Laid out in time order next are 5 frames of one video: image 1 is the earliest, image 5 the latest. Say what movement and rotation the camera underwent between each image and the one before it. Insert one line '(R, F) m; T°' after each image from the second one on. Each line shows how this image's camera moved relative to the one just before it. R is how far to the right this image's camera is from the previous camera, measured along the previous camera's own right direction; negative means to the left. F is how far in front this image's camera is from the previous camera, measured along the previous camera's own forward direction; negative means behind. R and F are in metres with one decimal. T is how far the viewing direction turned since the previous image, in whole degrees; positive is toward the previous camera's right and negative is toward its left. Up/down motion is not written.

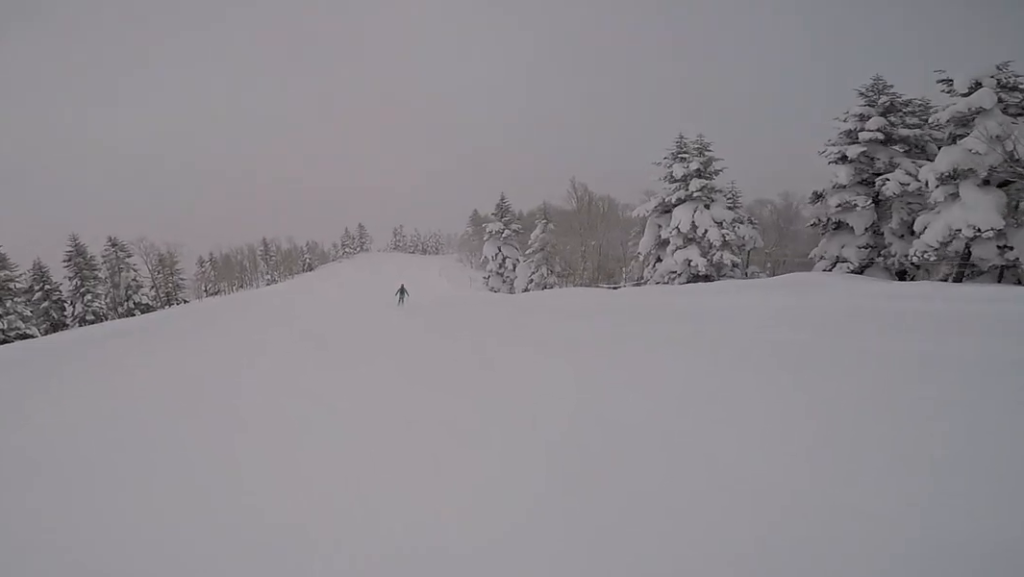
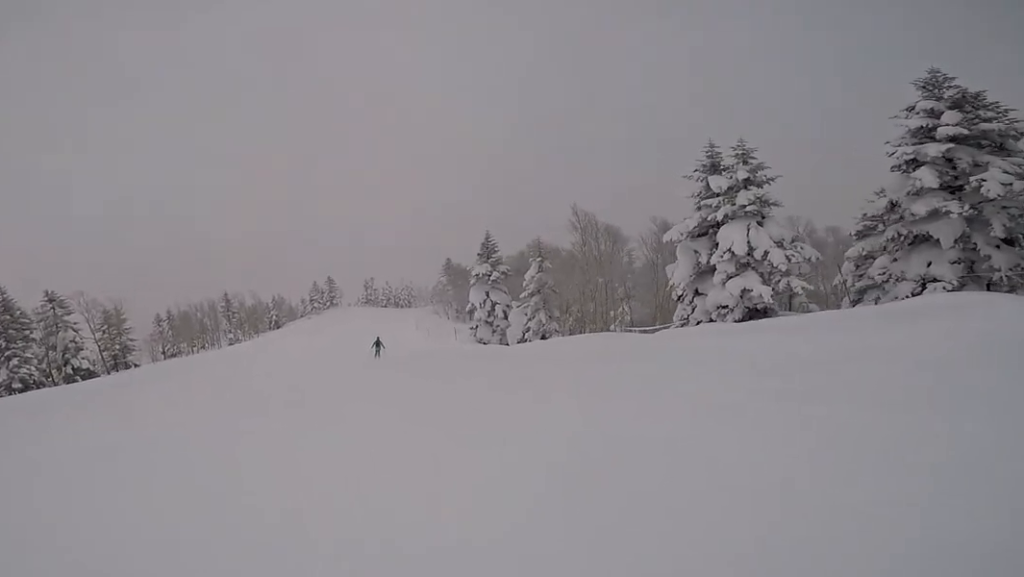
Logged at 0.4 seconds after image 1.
(-0.4, +4.6) m; -2°
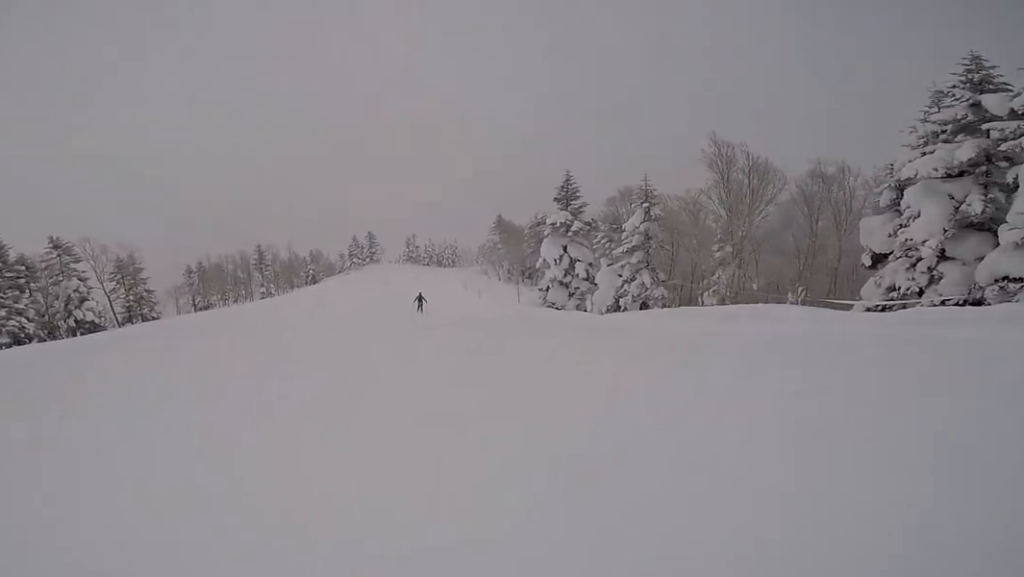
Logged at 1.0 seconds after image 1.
(-0.3, +6.3) m; -4°
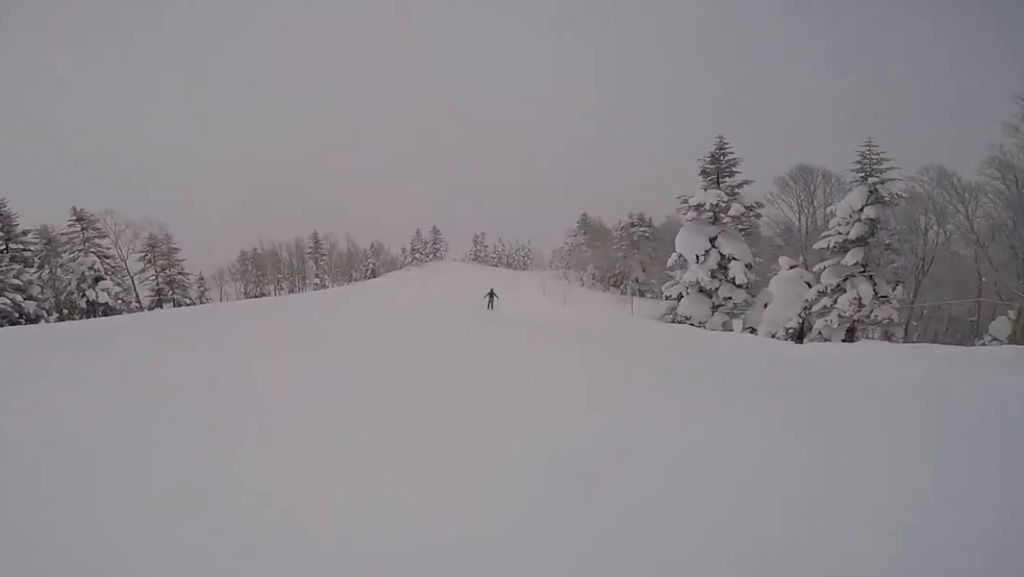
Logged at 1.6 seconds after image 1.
(-0.2, +6.6) m; +2°
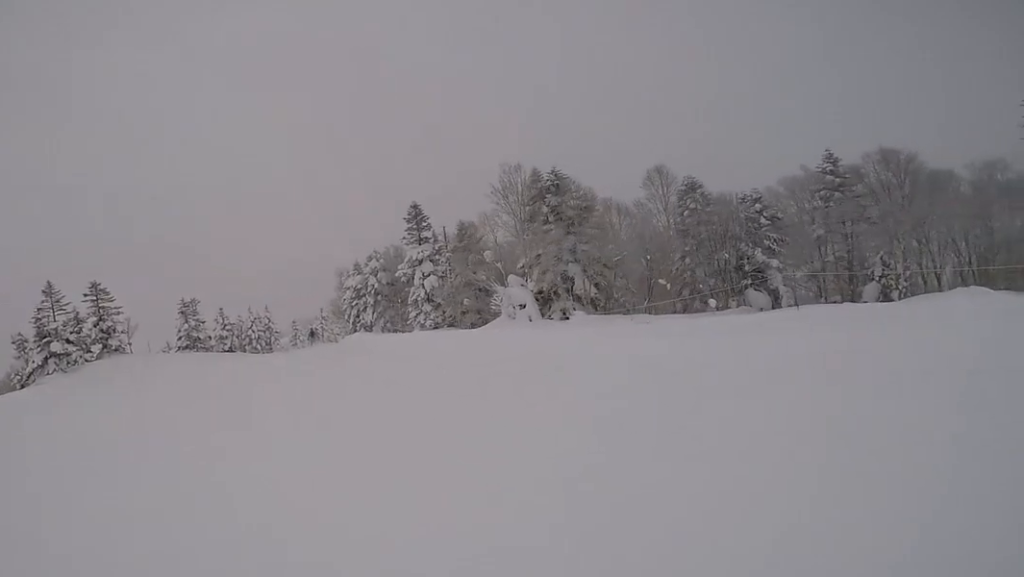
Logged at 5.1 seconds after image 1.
(+7.7, +36.0) m; +25°
